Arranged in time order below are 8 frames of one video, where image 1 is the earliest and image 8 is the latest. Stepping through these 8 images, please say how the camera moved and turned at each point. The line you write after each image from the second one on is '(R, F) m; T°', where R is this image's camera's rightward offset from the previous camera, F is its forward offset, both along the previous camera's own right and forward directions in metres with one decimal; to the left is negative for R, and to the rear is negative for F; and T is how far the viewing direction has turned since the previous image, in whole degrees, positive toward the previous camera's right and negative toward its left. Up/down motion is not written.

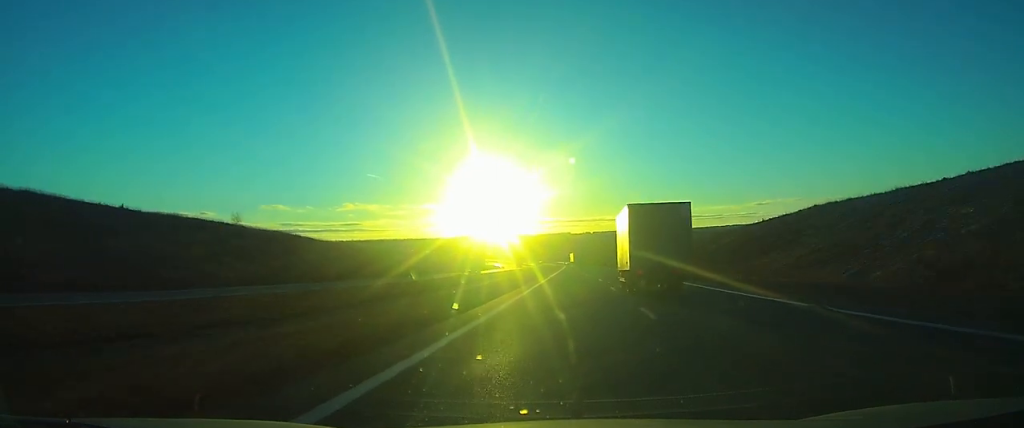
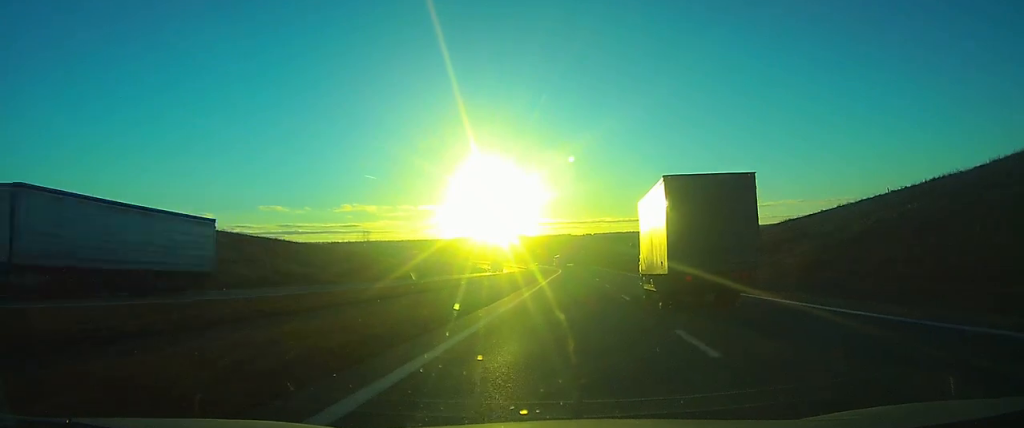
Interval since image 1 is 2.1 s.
(-0.1, +54.5) m; 0°
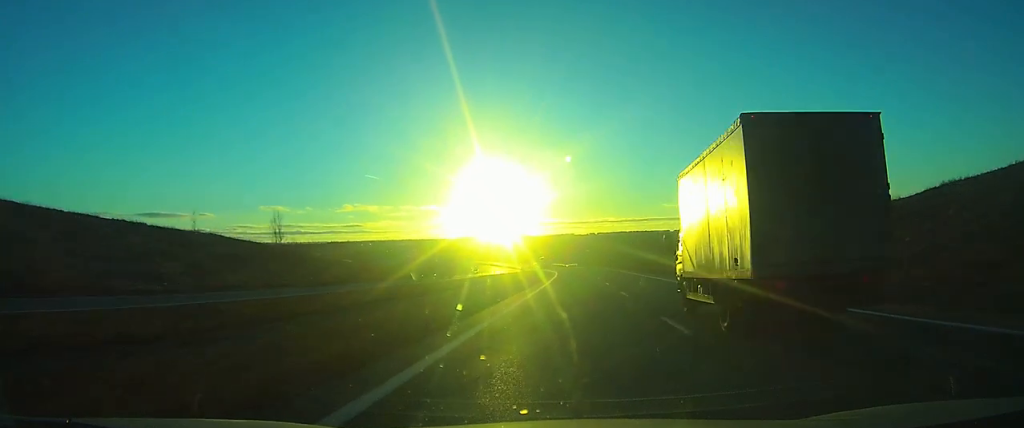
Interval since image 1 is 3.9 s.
(0.0, +47.7) m; 0°
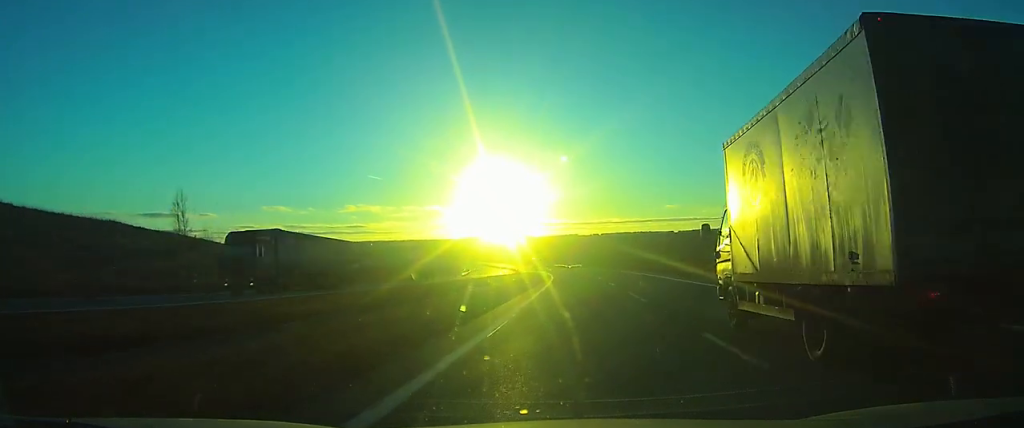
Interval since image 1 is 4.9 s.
(-0.1, +27.5) m; -1°
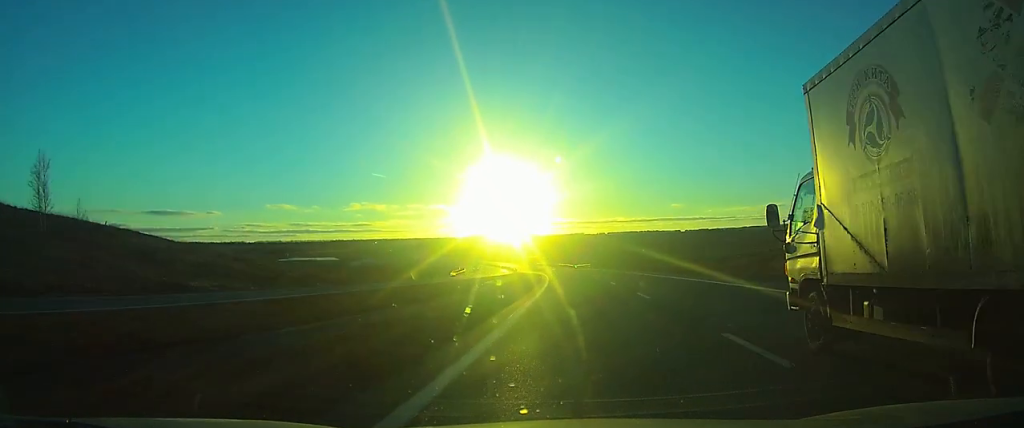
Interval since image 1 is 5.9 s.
(+0.1, +23.7) m; -1°
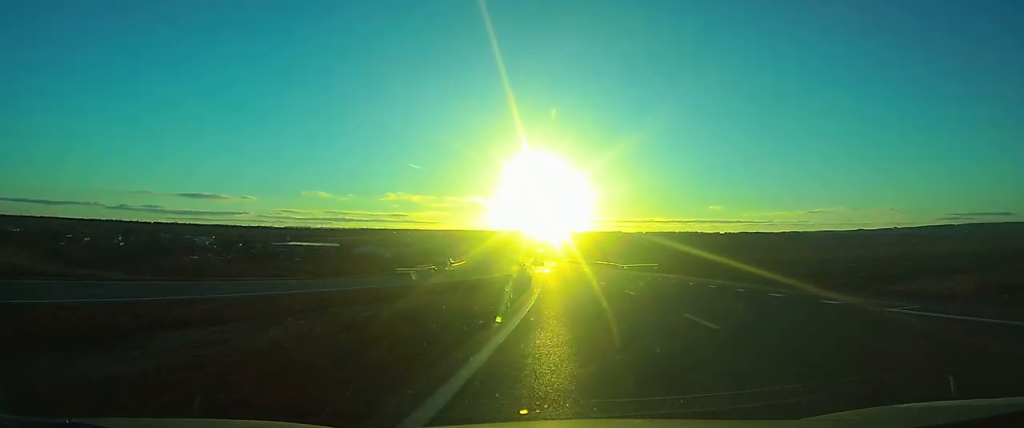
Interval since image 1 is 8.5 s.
(-1.4, +65.2) m; -3°
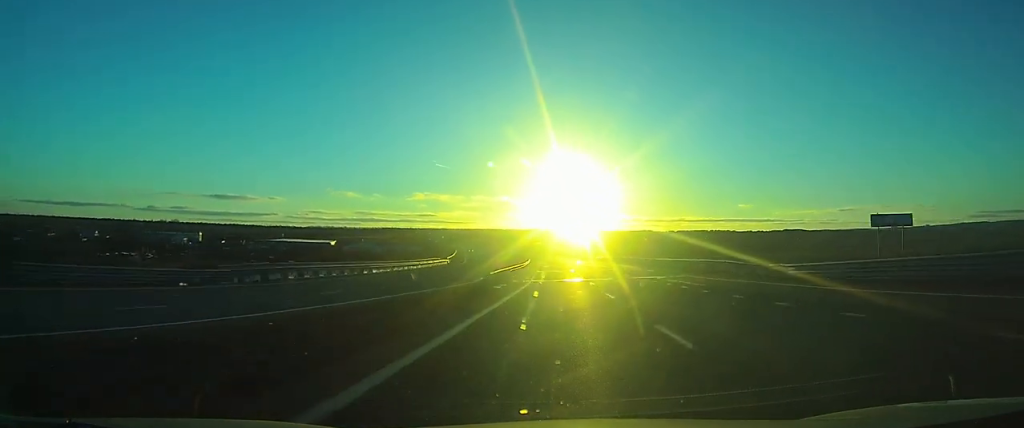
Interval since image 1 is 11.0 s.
(-1.6, +61.1) m; -3°
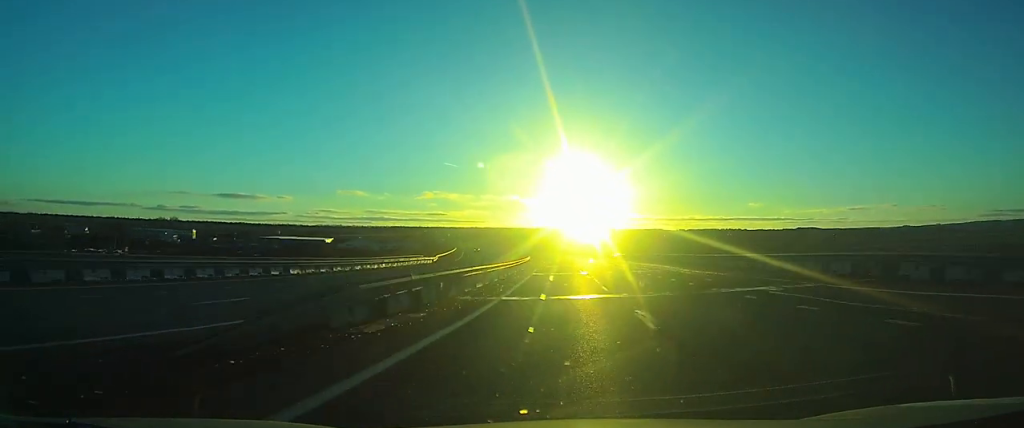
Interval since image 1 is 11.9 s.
(-0.1, +22.7) m; -1°
